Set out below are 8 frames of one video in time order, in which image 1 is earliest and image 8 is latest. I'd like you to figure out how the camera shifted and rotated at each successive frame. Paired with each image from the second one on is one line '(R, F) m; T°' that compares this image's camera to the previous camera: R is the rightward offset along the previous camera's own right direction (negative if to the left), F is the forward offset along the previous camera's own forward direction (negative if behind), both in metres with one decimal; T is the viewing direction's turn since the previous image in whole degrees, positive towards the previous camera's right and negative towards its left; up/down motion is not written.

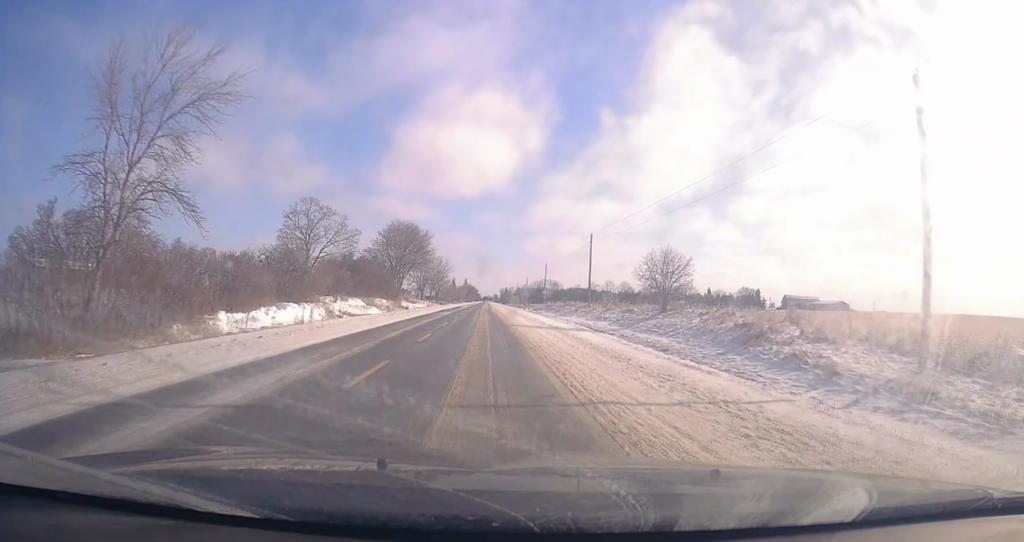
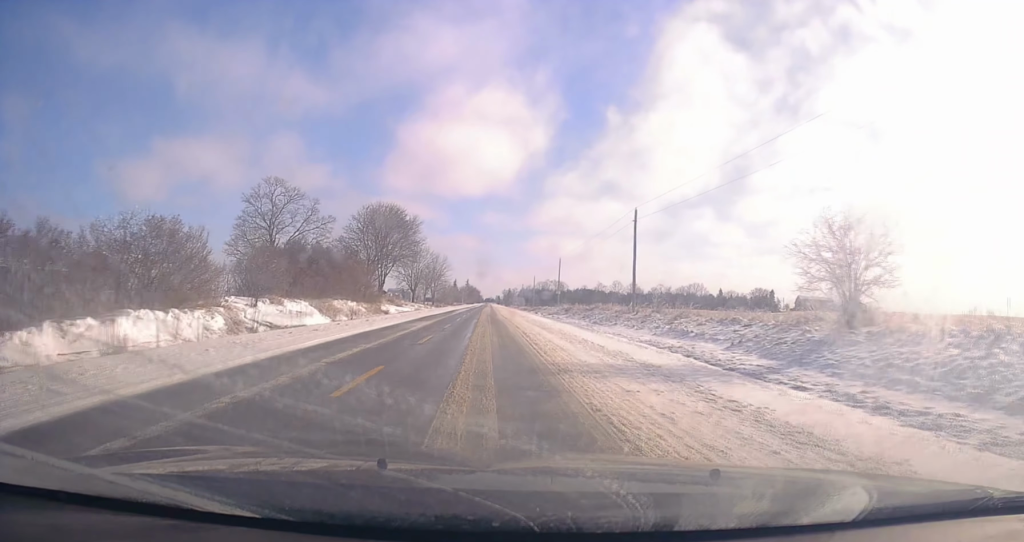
(-0.3, +17.6) m; -1°
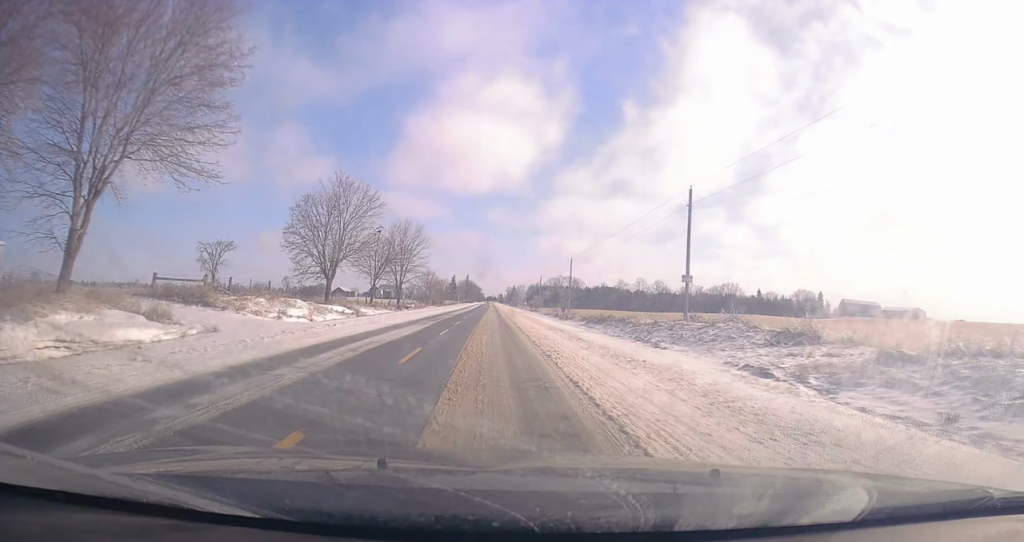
(+0.2, +58.8) m; +1°
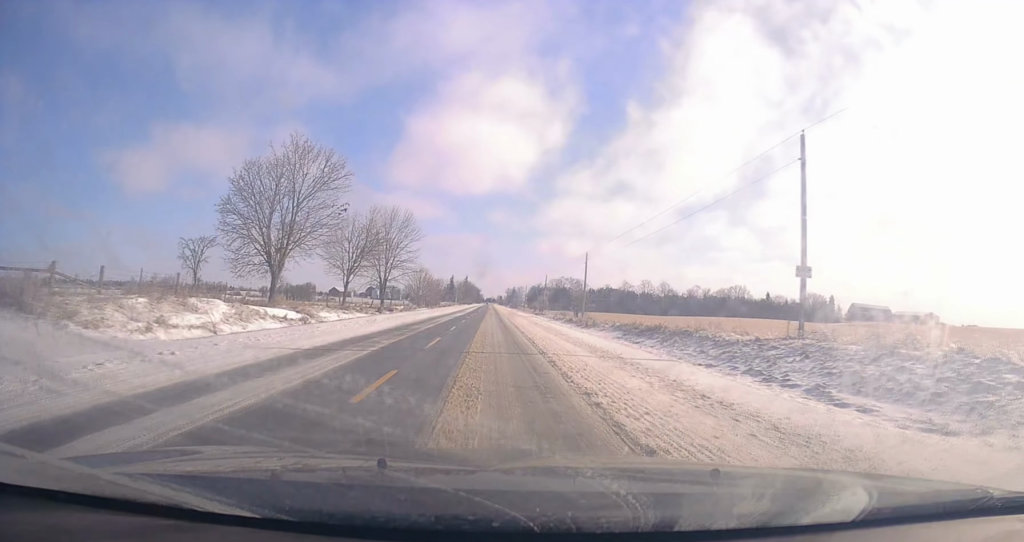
(+0.1, +12.6) m; -1°
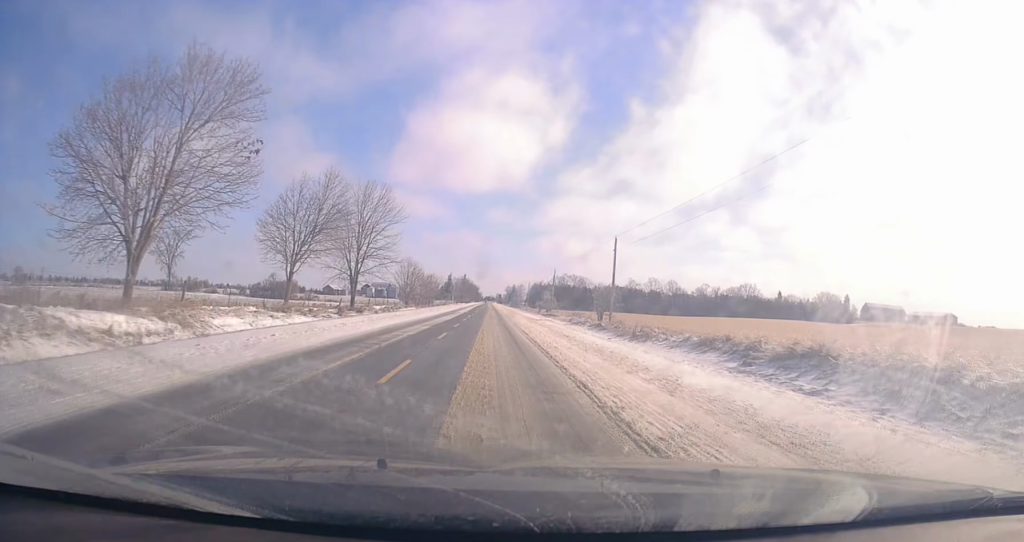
(-0.2, +16.2) m; 0°
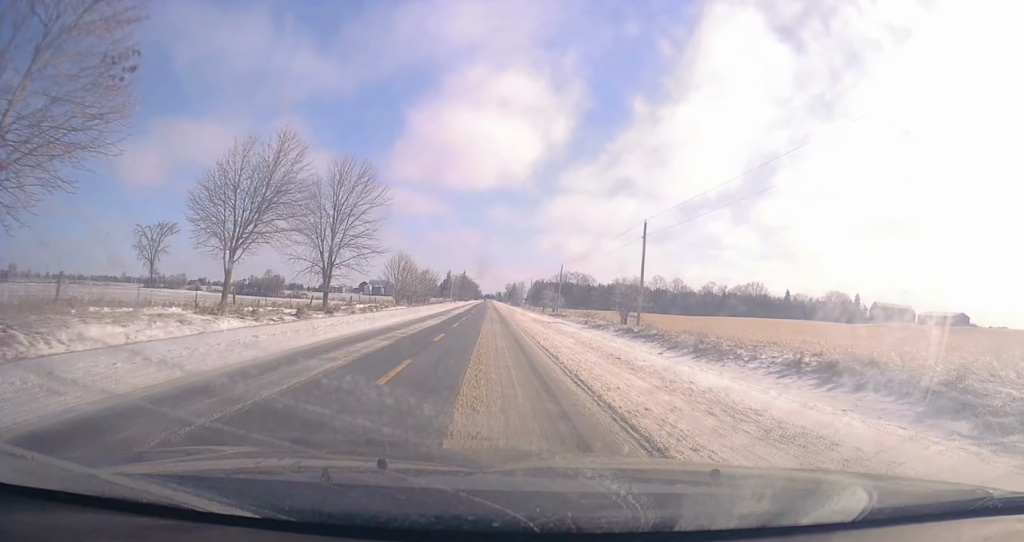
(-0.3, +9.6) m; 0°
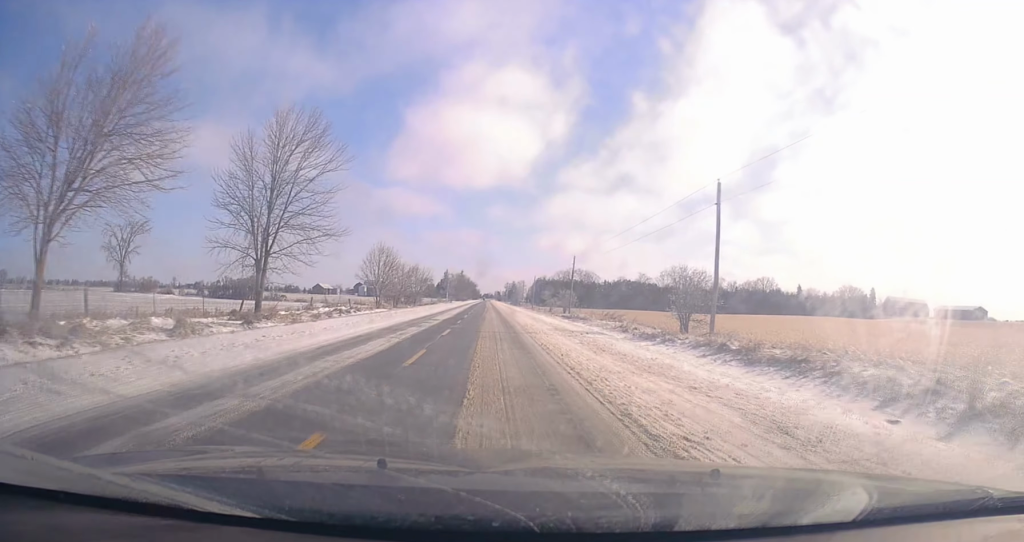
(+0.2, +14.8) m; +1°
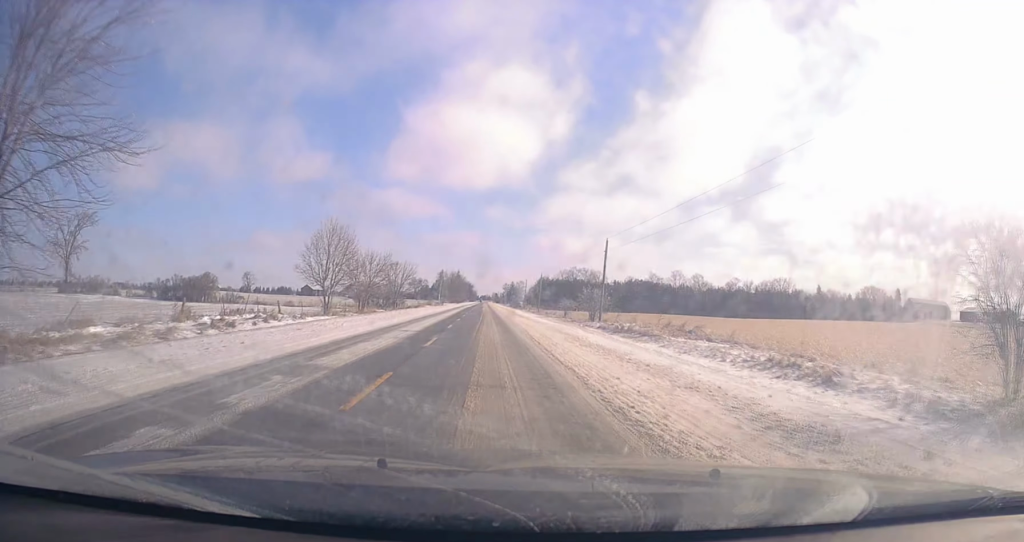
(+0.3, +22.3) m; 0°
